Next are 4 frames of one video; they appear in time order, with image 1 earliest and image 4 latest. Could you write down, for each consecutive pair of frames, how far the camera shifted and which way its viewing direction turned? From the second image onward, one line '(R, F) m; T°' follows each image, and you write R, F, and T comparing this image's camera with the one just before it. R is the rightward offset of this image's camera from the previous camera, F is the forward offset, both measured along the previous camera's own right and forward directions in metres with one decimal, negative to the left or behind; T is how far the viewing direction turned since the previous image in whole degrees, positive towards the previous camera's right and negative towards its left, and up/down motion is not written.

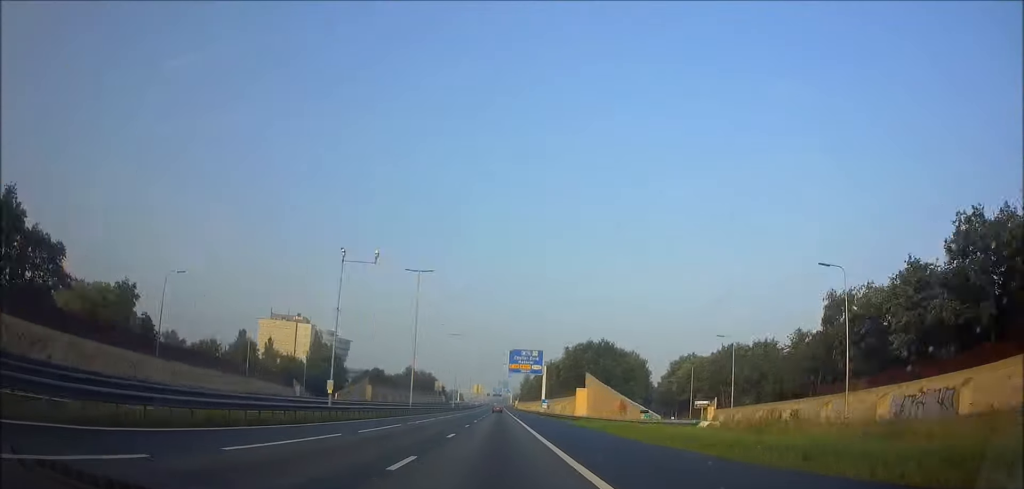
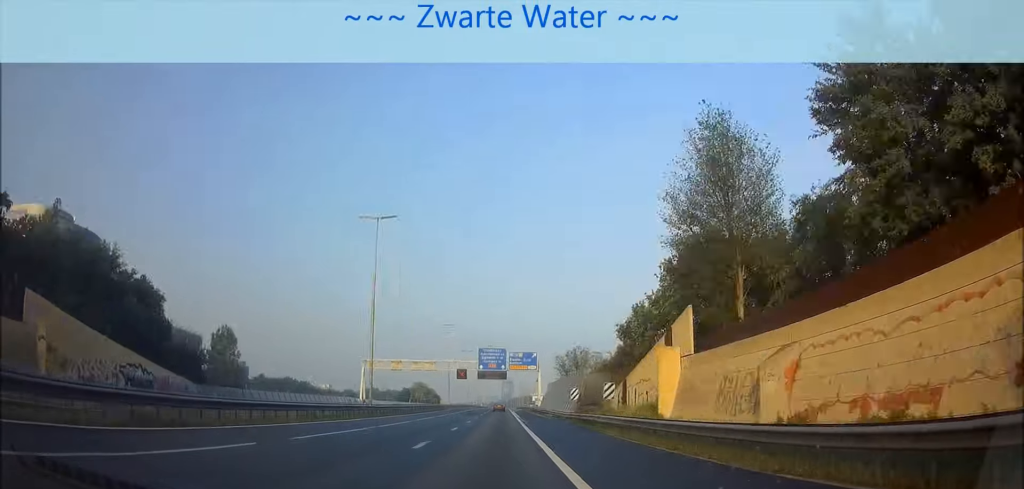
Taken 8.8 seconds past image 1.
(0.0, +256.8) m; 0°
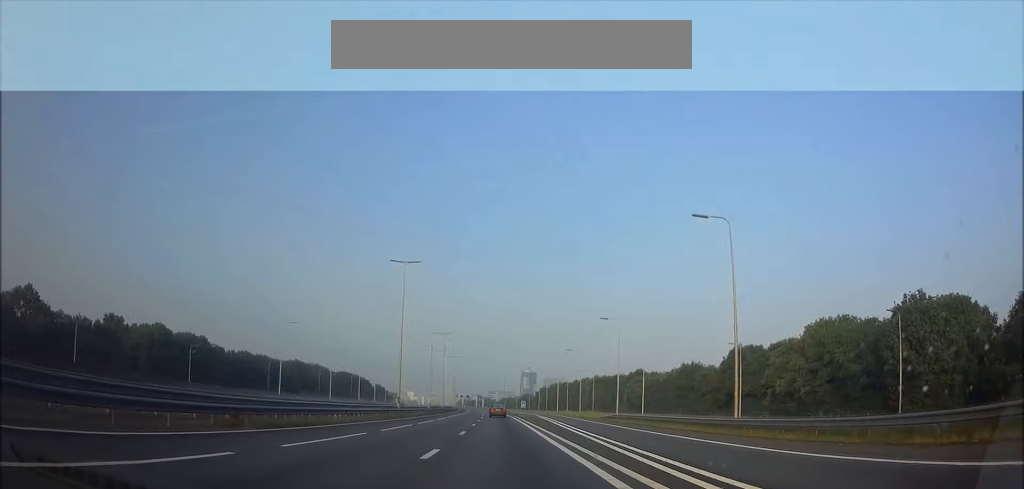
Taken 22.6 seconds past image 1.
(-3.8, +399.9) m; -3°
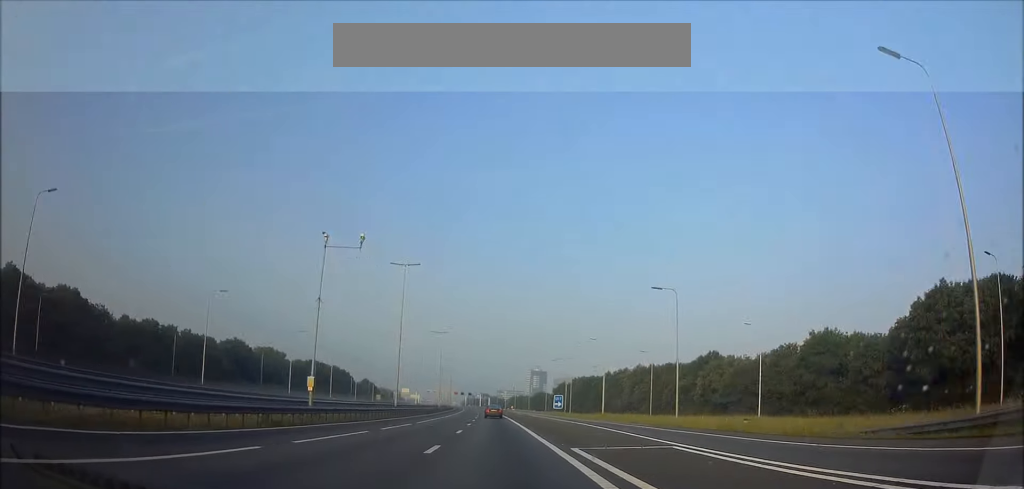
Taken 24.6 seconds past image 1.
(-0.1, +58.2) m; -1°
